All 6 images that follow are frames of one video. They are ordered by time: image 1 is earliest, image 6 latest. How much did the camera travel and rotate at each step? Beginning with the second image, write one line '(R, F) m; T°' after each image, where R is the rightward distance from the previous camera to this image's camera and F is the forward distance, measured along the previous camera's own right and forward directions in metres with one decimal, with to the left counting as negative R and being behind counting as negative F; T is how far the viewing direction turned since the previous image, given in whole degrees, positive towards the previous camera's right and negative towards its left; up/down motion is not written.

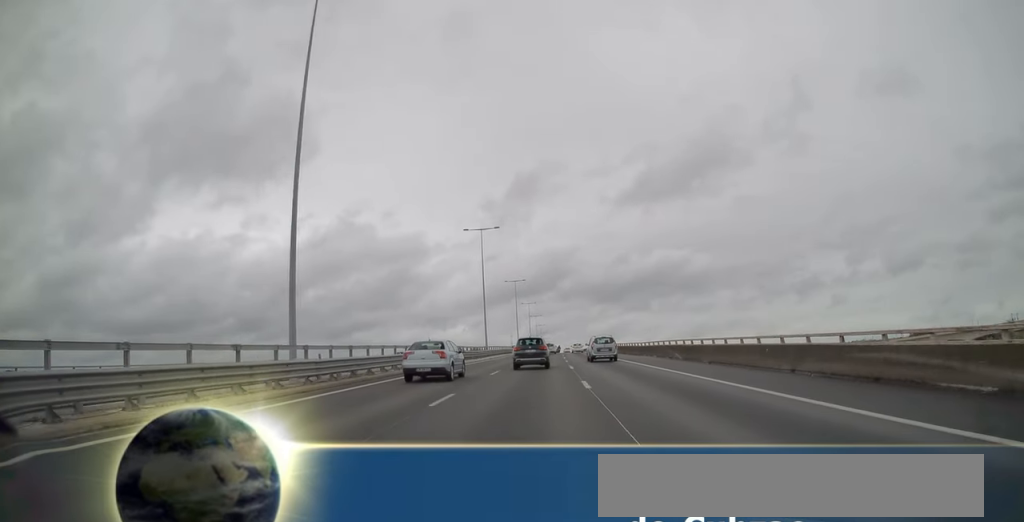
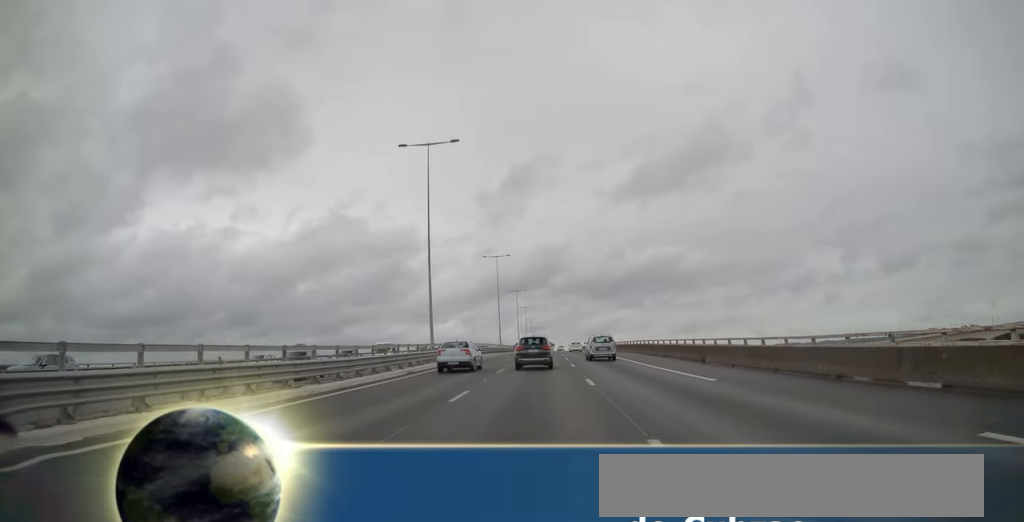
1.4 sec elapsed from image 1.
(0.0, +38.5) m; 0°
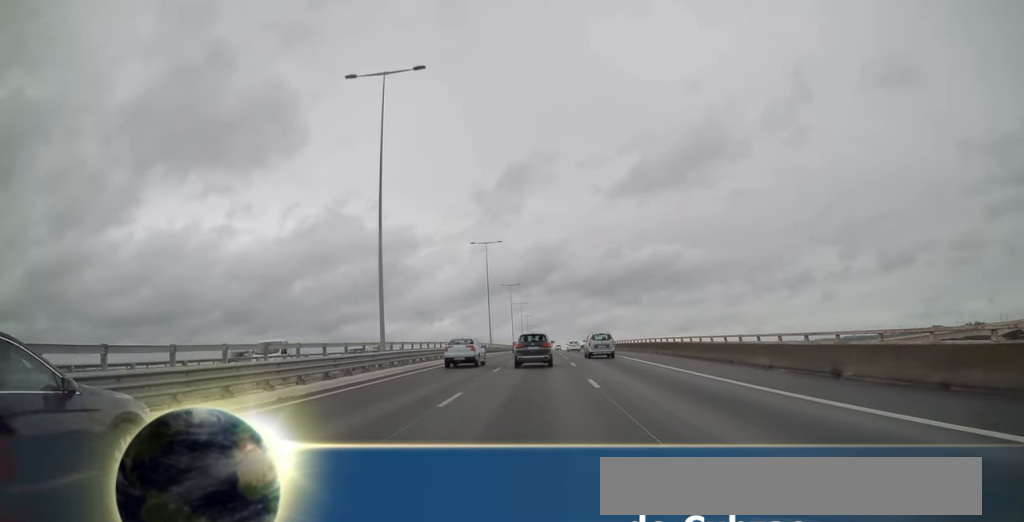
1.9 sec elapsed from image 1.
(0.0, +14.9) m; 0°
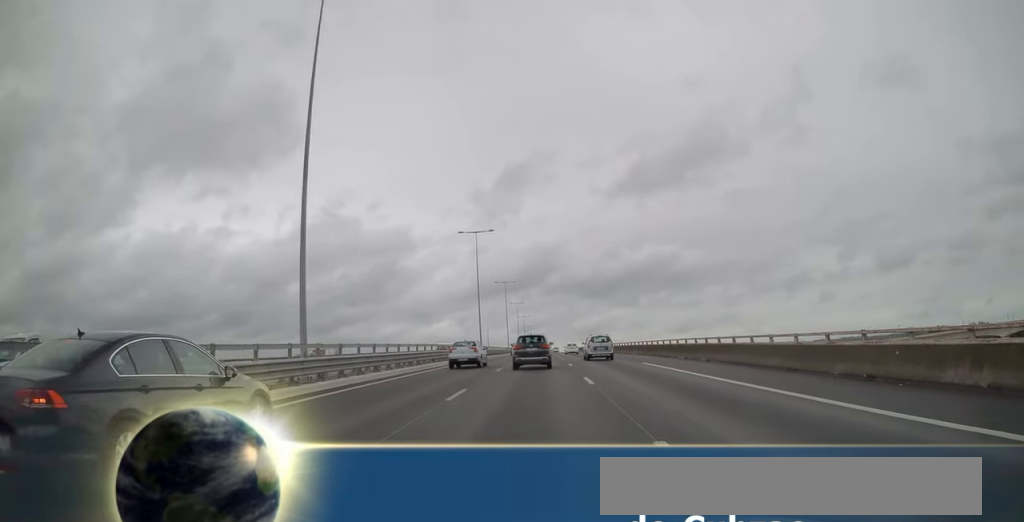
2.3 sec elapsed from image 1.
(0.0, +12.1) m; 0°
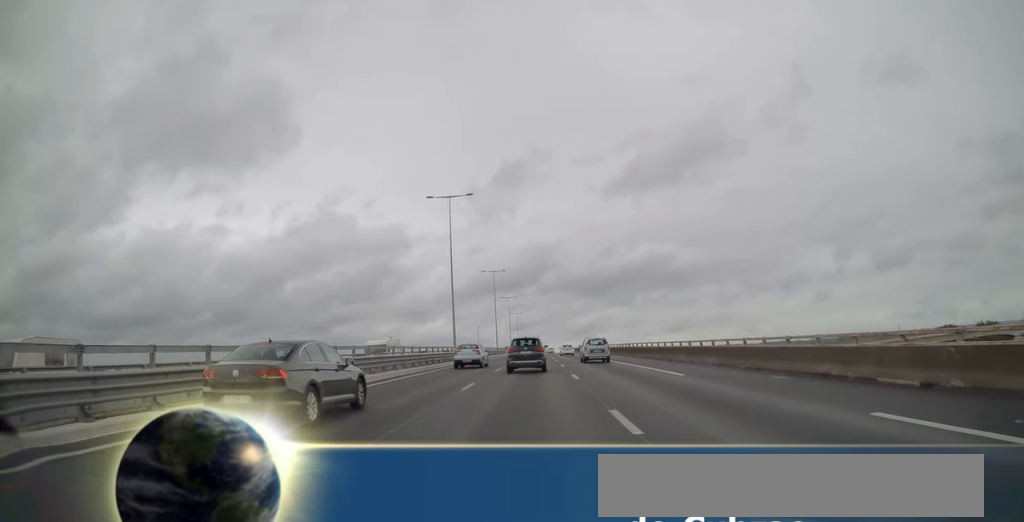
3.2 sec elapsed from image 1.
(0.0, +22.9) m; 0°
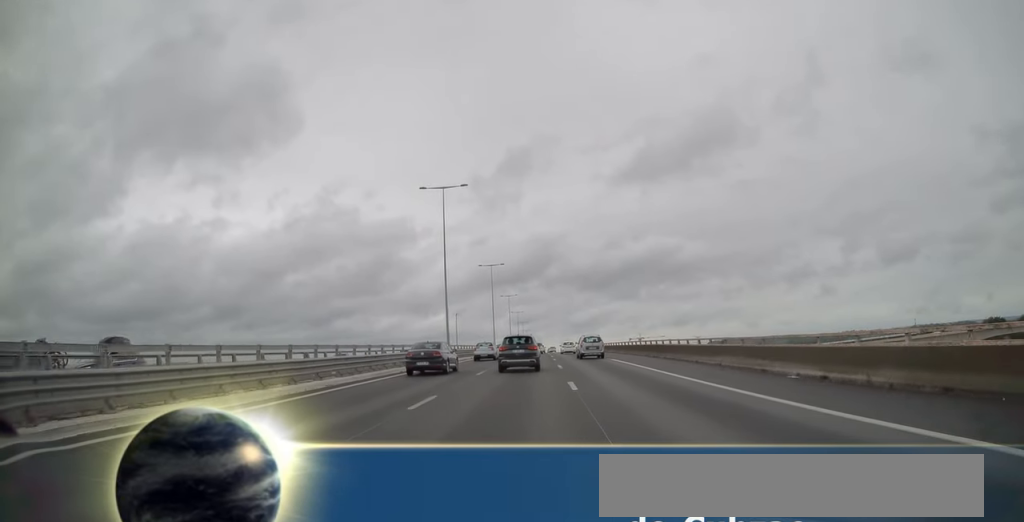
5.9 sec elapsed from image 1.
(+0.3, +71.9) m; +2°
